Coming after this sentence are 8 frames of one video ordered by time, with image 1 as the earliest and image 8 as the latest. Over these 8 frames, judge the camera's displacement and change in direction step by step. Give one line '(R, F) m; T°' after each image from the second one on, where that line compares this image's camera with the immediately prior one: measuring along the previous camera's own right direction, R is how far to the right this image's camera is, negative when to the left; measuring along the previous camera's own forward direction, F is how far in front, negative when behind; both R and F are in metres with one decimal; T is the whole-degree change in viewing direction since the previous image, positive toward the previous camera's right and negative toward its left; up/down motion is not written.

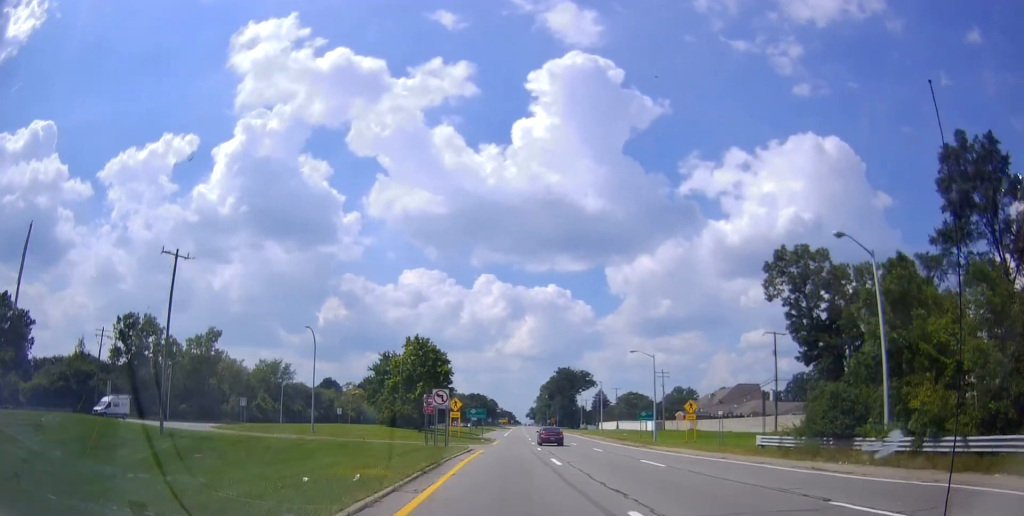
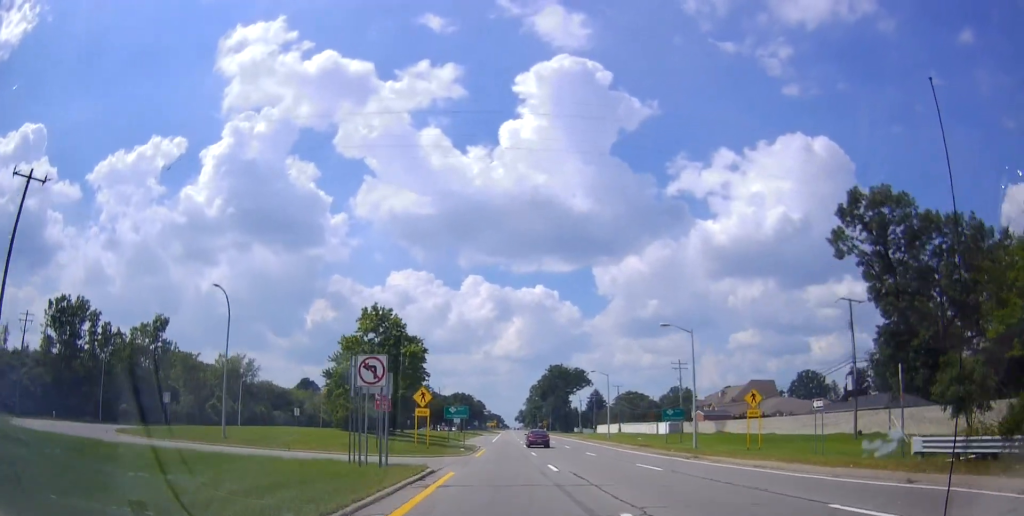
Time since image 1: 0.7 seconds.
(+0.3, +15.5) m; +2°
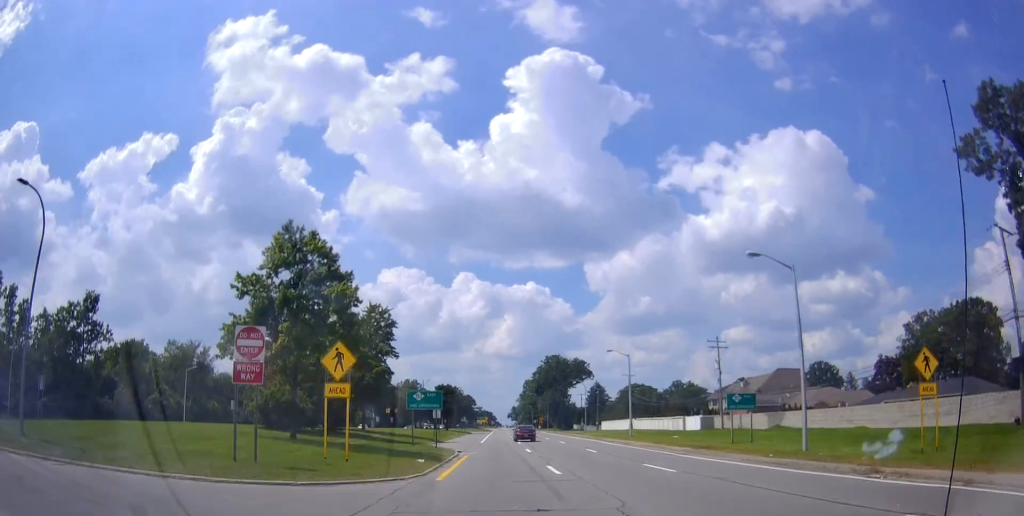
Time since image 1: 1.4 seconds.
(+0.3, +17.7) m; +2°
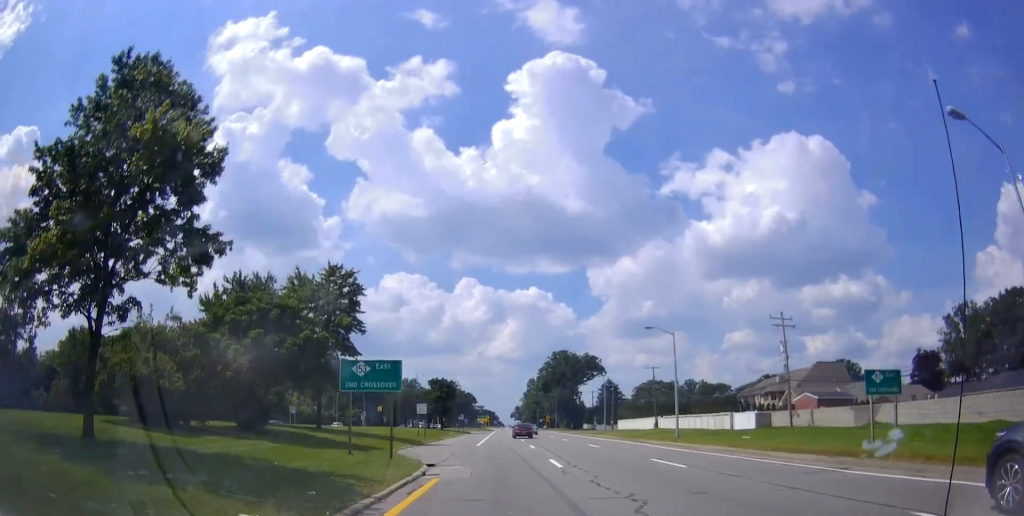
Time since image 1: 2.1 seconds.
(+0.2, +15.5) m; 0°
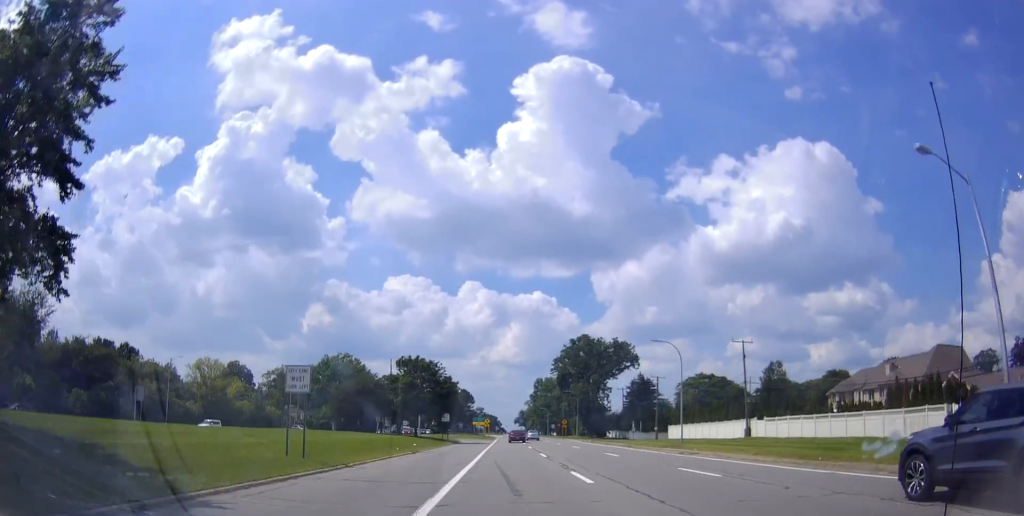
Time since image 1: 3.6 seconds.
(+0.1, +34.1) m; 0°
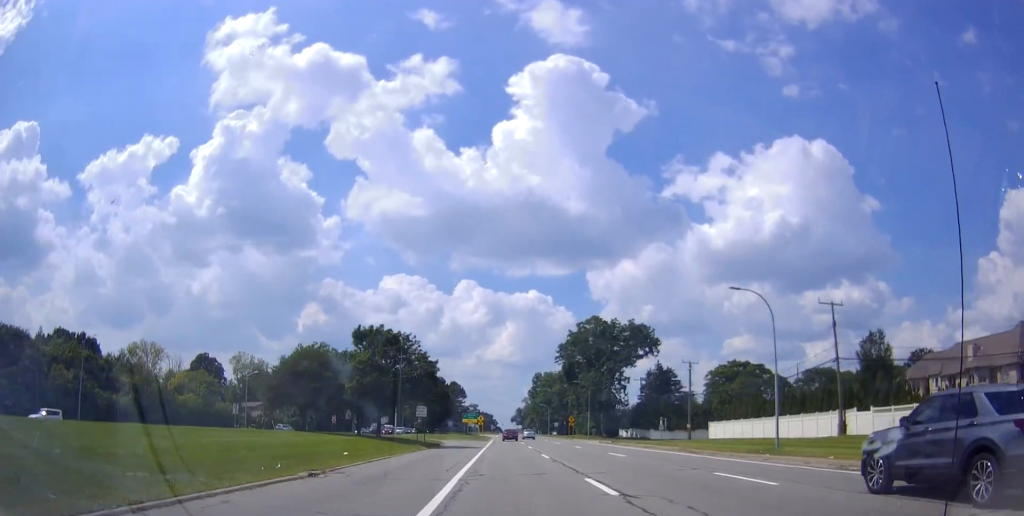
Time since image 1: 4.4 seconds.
(-0.2, +18.5) m; -1°
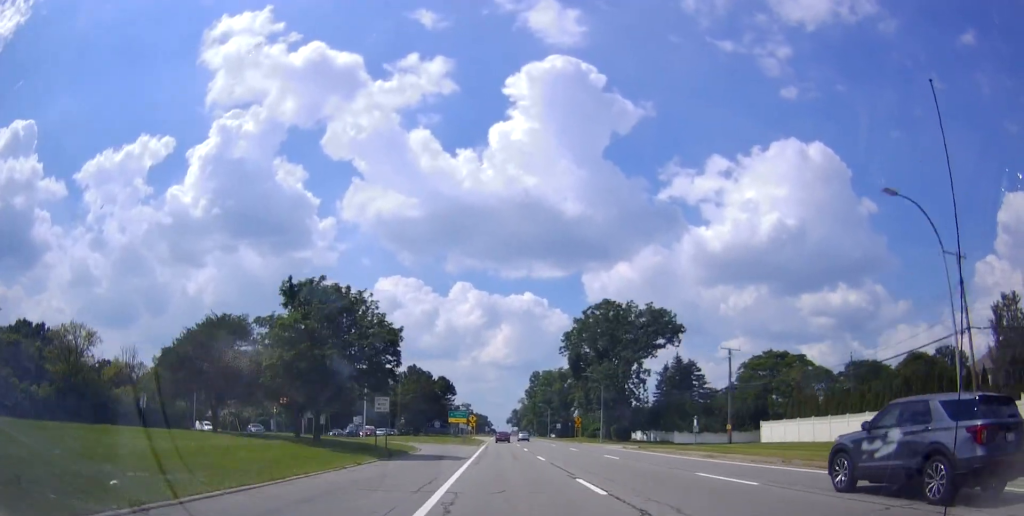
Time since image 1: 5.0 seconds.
(0.0, +15.4) m; +1°
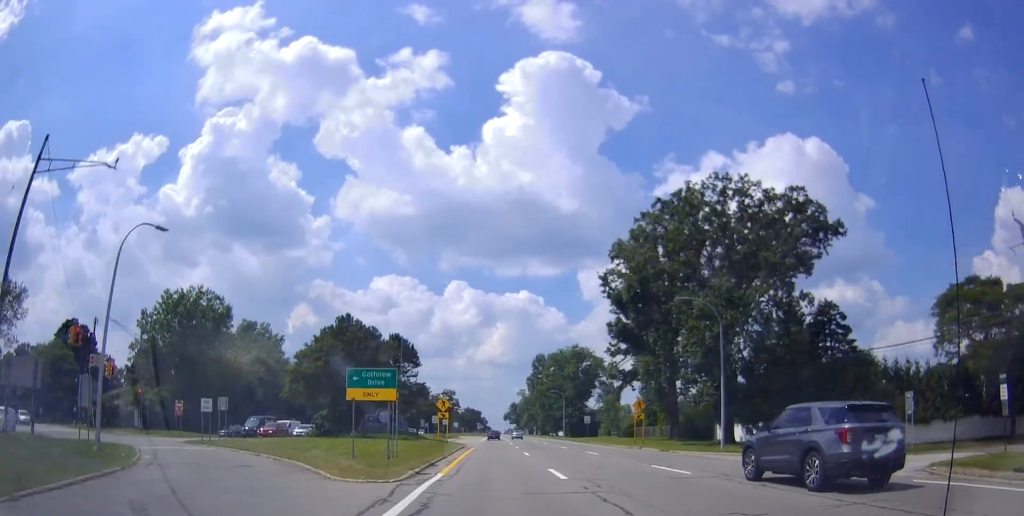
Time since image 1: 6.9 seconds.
(+1.0, +42.9) m; +2°
